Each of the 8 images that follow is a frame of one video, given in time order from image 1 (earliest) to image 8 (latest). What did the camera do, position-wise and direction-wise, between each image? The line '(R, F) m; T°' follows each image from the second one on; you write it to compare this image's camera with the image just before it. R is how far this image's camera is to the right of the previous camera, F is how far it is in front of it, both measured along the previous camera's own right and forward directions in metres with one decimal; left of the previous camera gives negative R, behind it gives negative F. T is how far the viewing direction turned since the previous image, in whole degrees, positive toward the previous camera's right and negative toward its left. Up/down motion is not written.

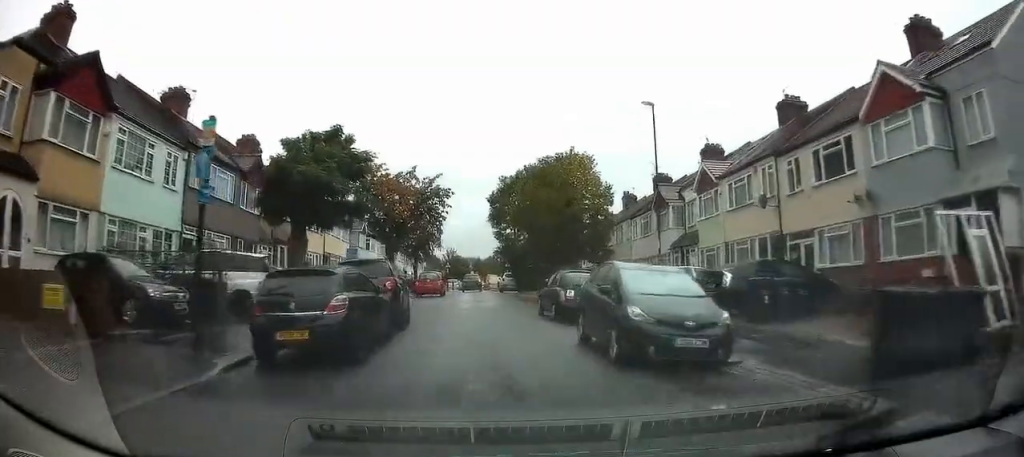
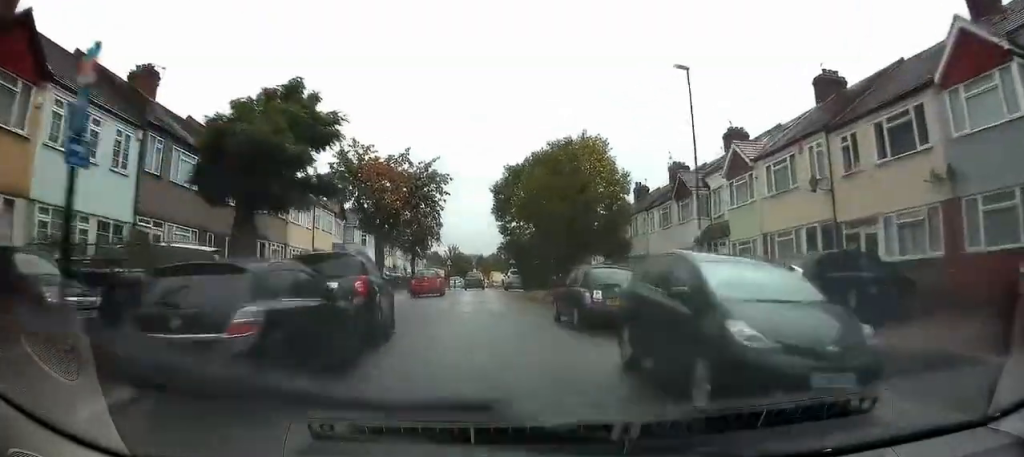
(0.0, +3.5) m; 0°
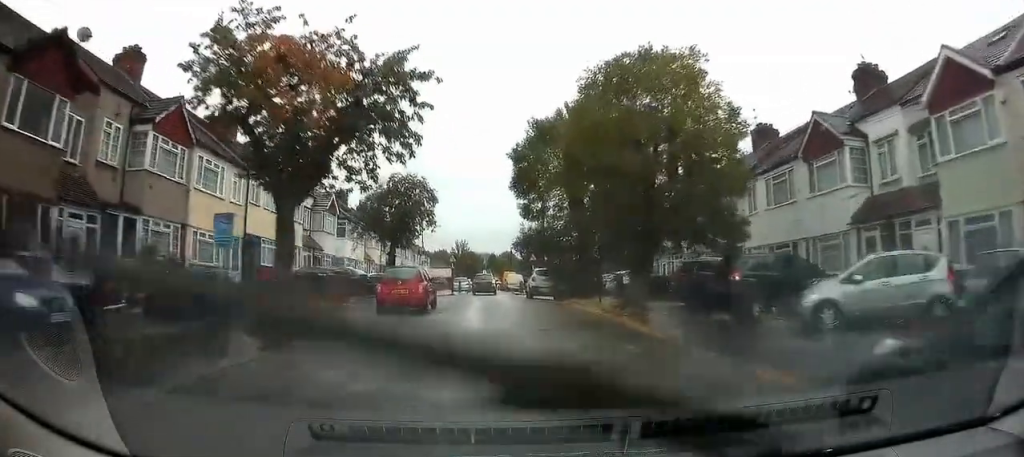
(-0.1, +13.2) m; -1°
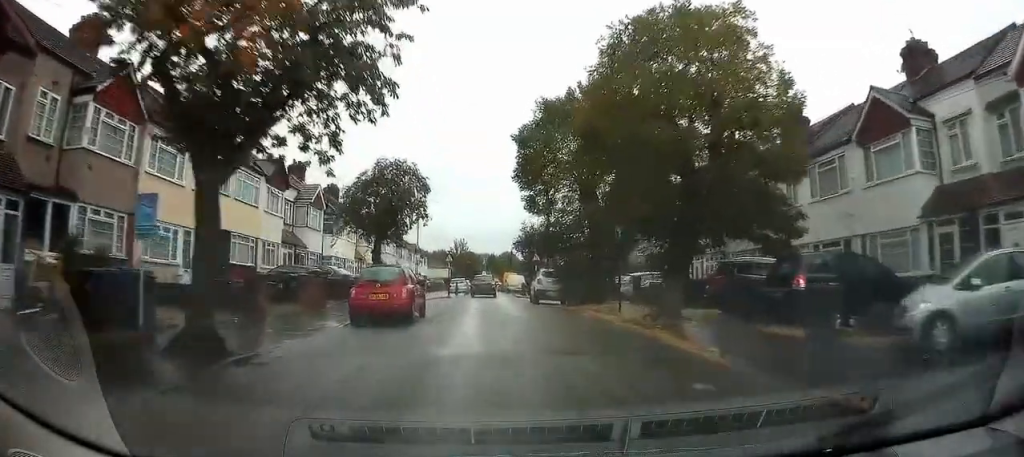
(0.0, +3.7) m; -1°
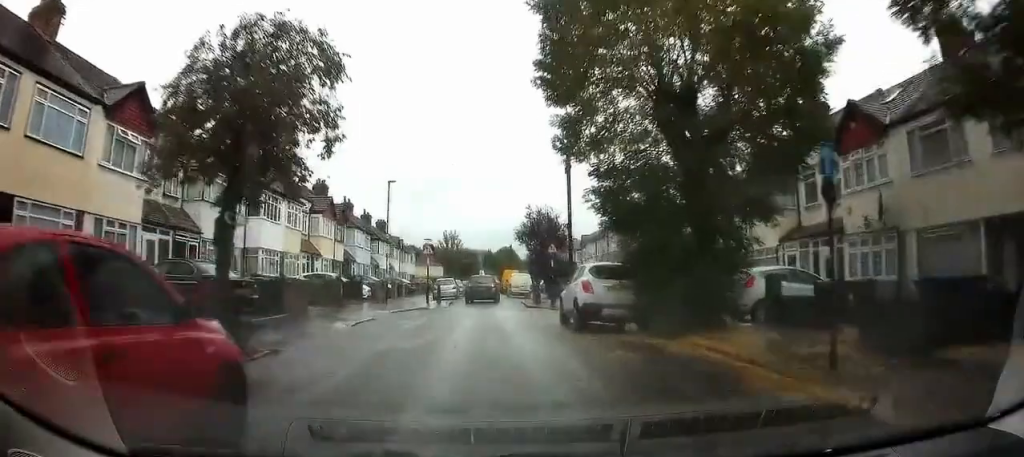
(-0.2, +13.8) m; 0°
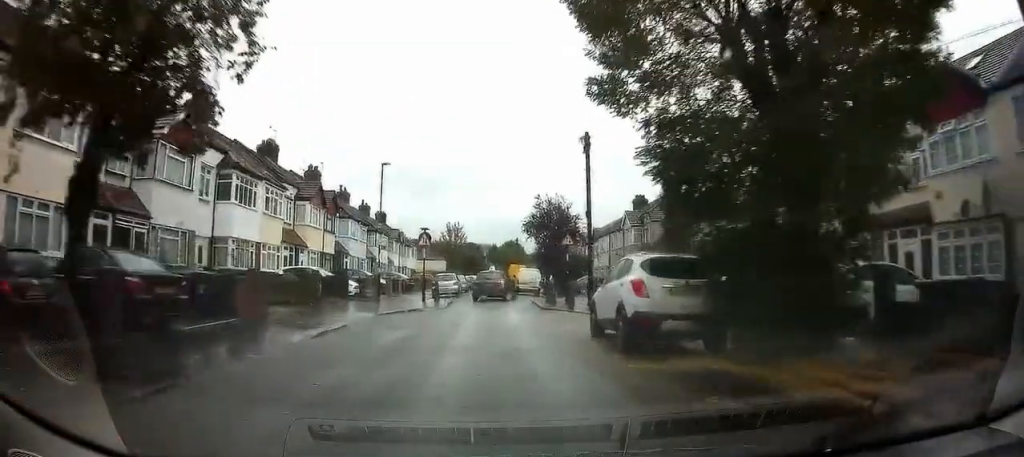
(+0.1, +4.1) m; 0°
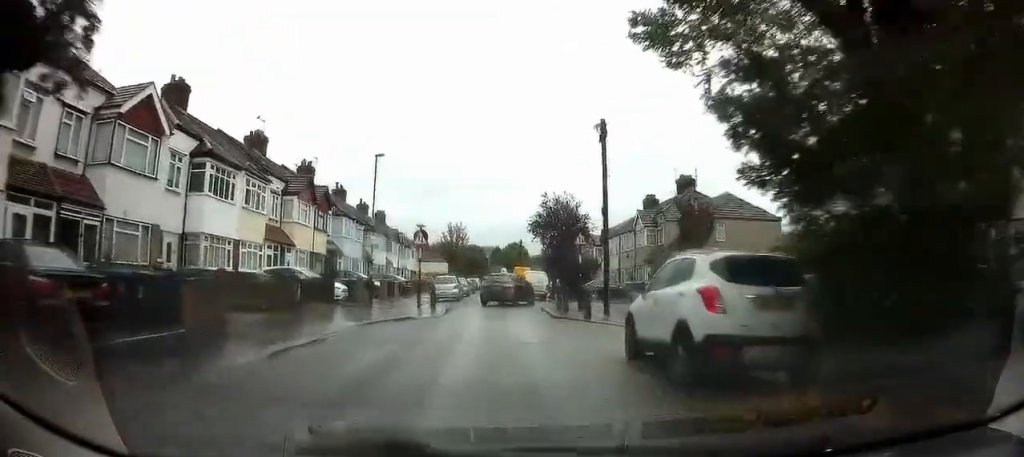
(0.0, +2.9) m; 0°
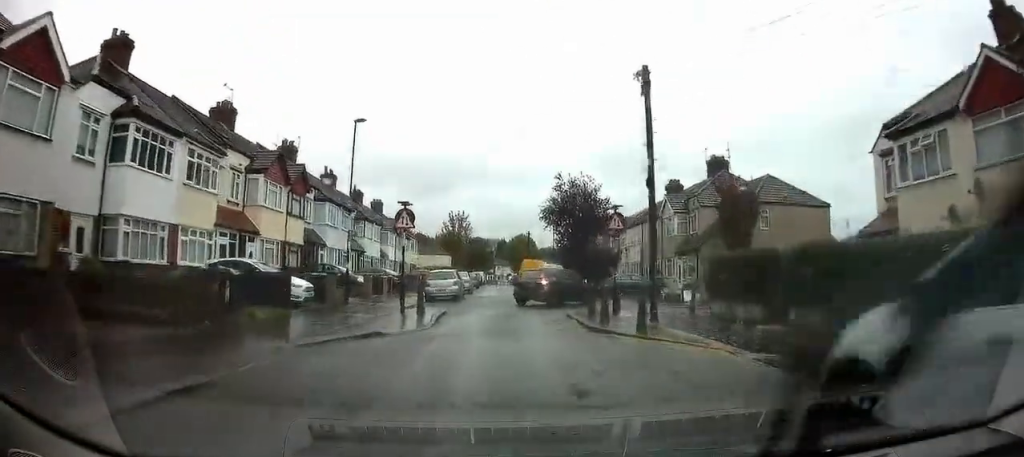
(-0.1, +6.0) m; -2°
